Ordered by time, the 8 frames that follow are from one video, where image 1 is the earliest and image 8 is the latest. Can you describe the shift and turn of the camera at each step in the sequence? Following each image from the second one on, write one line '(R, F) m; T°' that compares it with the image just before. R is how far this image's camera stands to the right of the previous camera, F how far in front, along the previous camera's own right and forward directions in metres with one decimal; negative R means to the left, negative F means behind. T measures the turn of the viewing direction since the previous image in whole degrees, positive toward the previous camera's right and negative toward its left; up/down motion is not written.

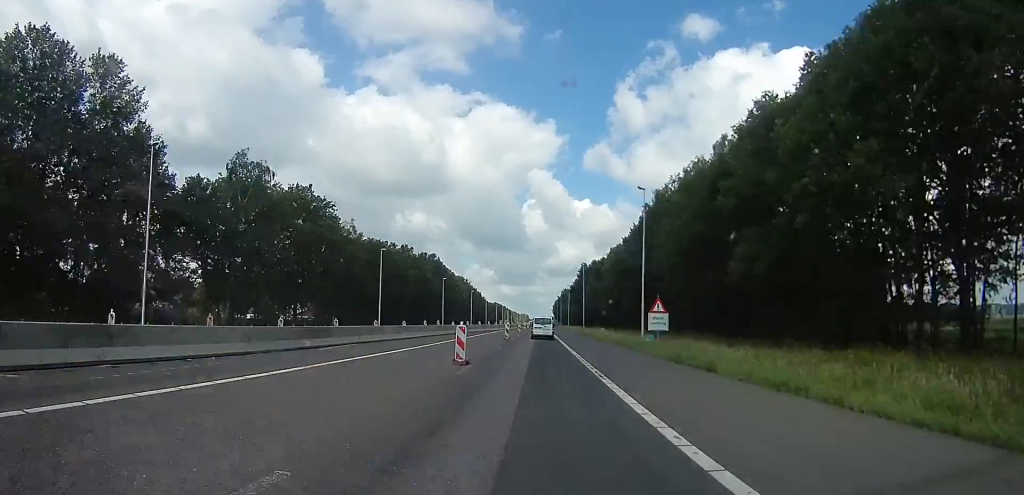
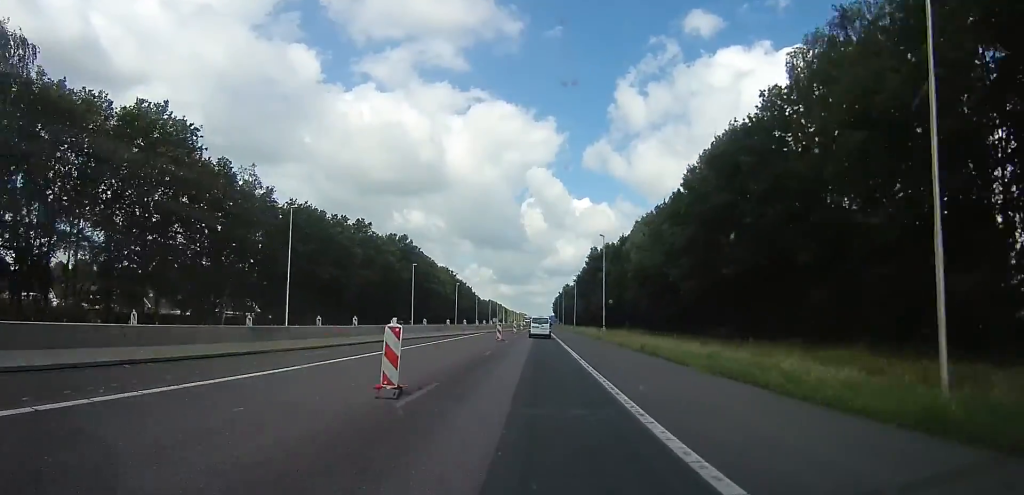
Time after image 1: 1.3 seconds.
(+1.0, +29.0) m; +3°
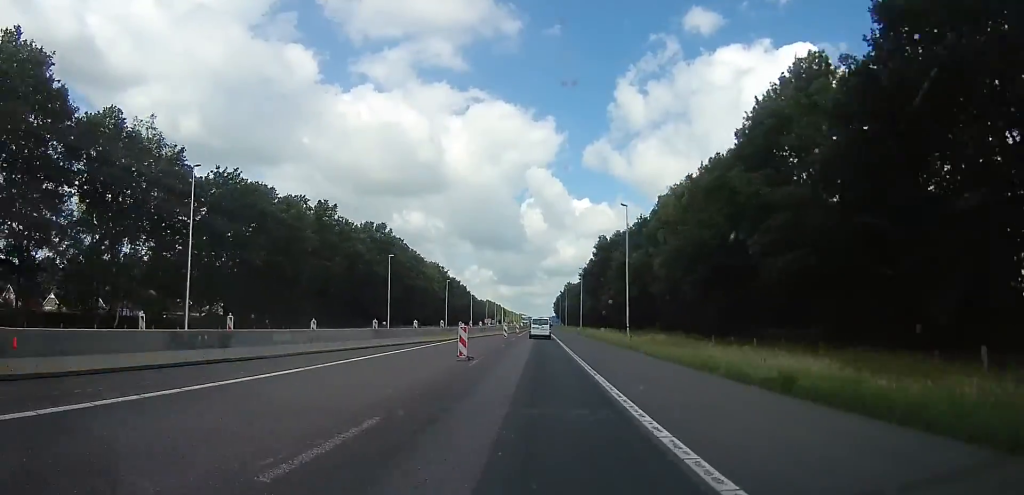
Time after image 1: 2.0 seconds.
(+0.7, +15.8) m; -1°
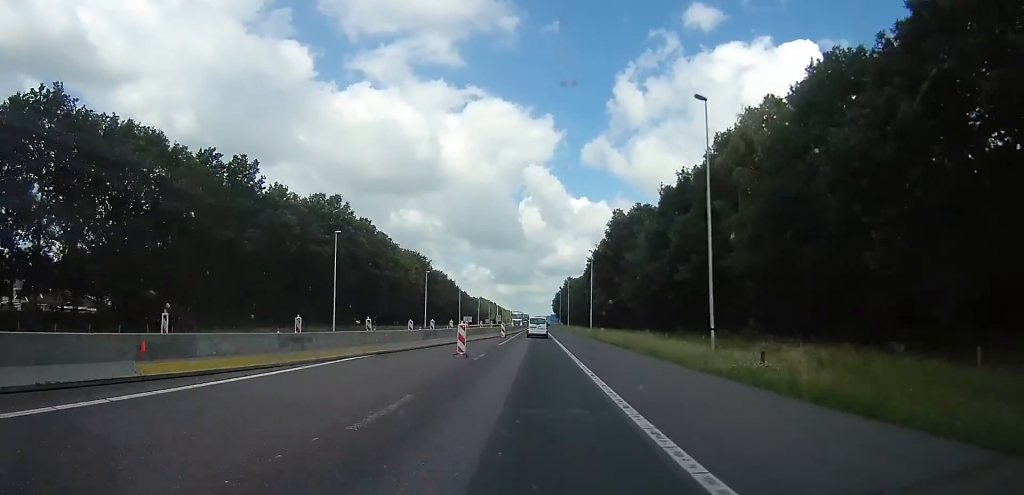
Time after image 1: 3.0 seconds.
(-1.1, +21.7) m; +1°
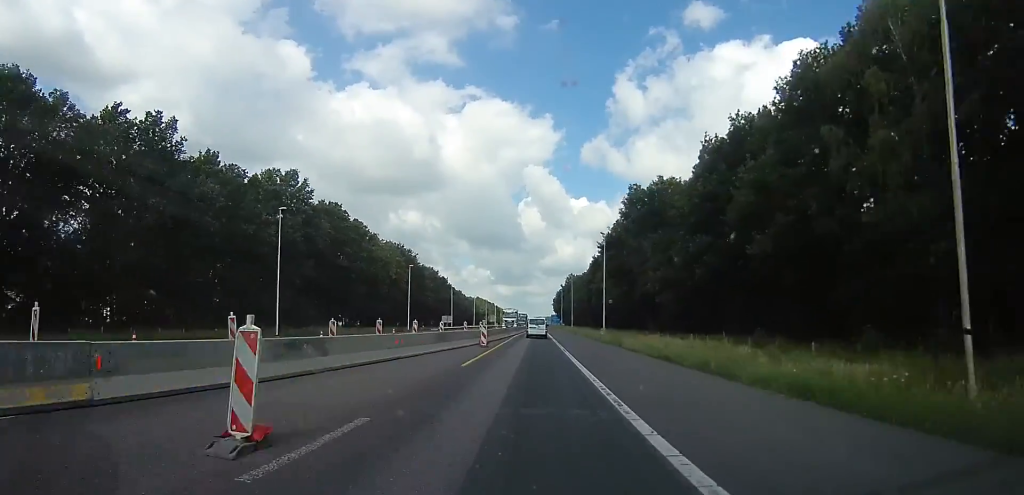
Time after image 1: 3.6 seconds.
(+0.8, +14.1) m; 0°
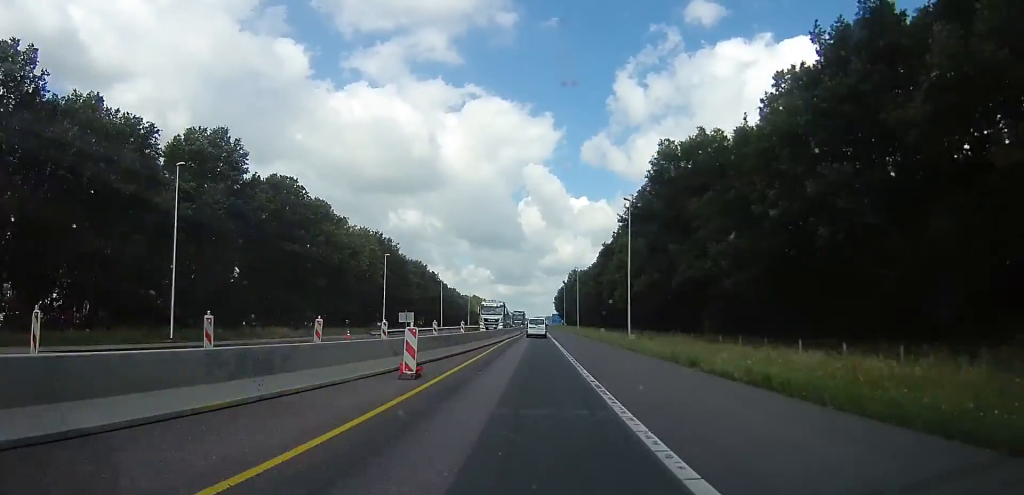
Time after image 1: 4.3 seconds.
(+0.4, +15.6) m; -1°
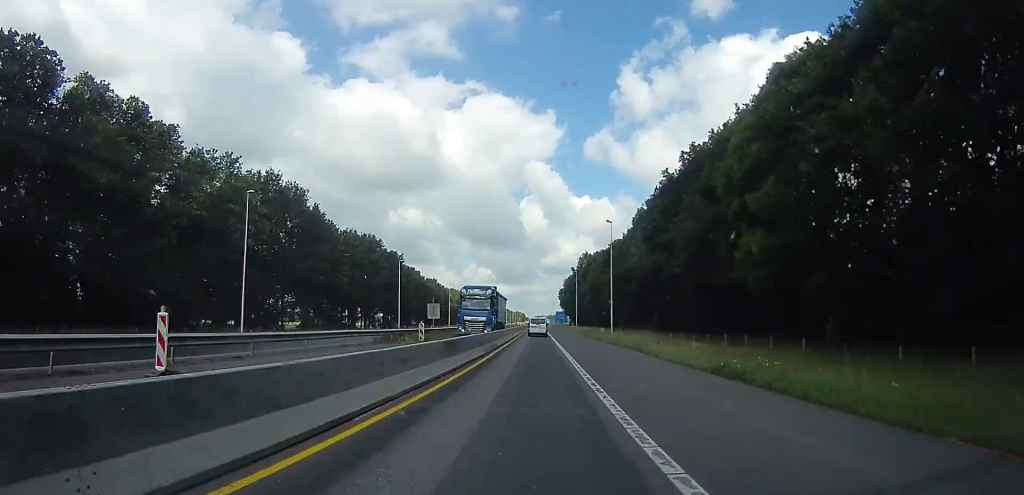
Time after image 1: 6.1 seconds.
(-2.0, +40.6) m; -1°
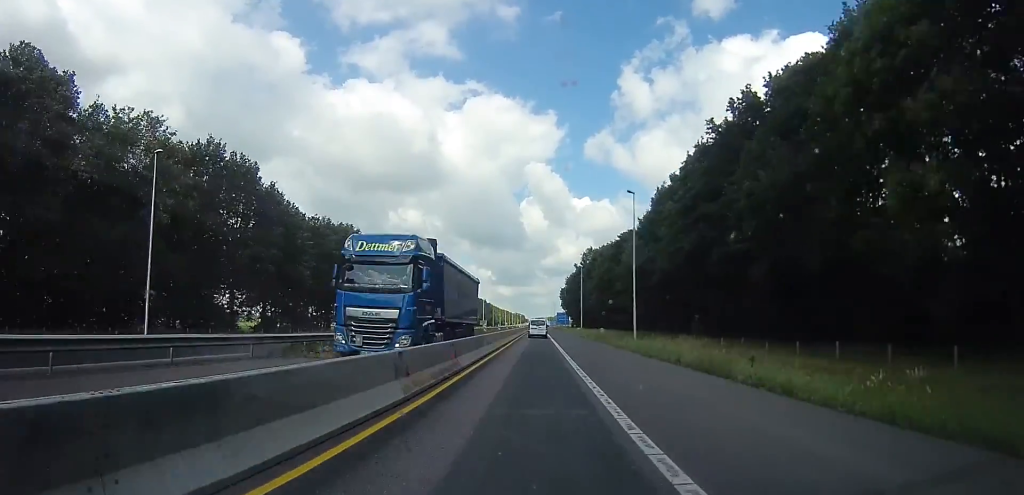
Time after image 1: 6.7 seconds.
(+0.3, +12.0) m; +1°
